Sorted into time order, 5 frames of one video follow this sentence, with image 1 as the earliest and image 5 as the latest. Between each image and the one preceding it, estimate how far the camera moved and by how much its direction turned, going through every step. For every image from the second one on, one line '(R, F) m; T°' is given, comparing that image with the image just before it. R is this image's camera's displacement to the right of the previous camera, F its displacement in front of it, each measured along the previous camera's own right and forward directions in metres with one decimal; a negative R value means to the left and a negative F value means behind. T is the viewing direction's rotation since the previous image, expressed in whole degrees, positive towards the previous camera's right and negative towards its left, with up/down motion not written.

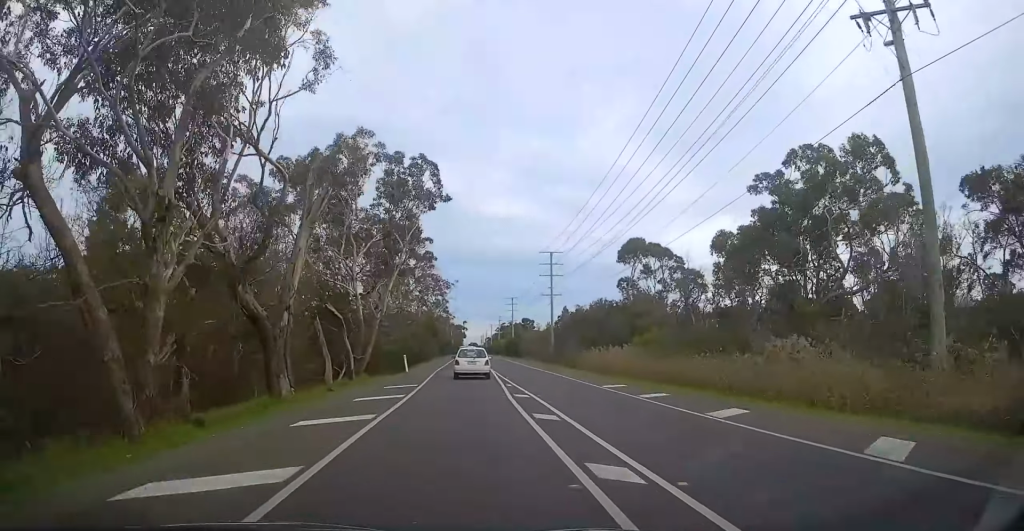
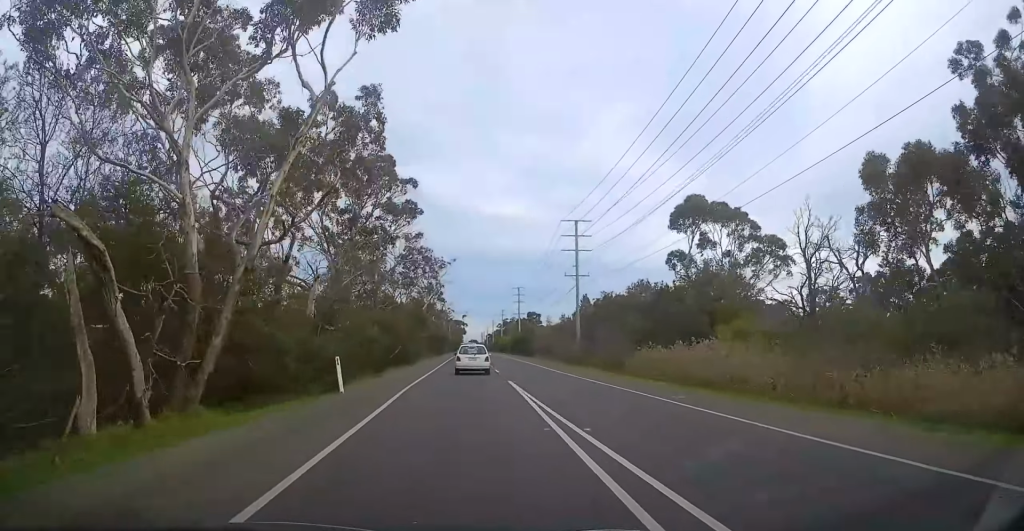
(0.0, +20.0) m; 0°
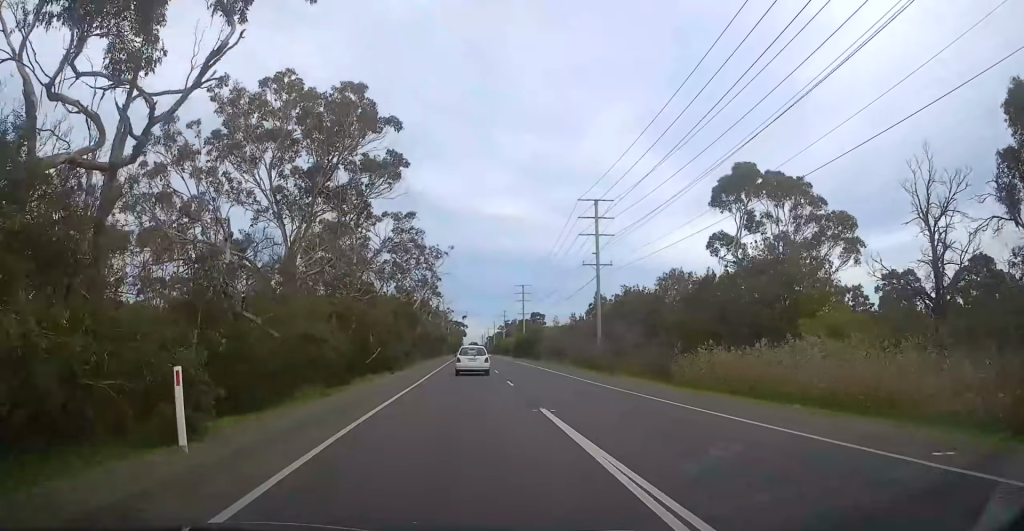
(0.0, +10.7) m; 0°
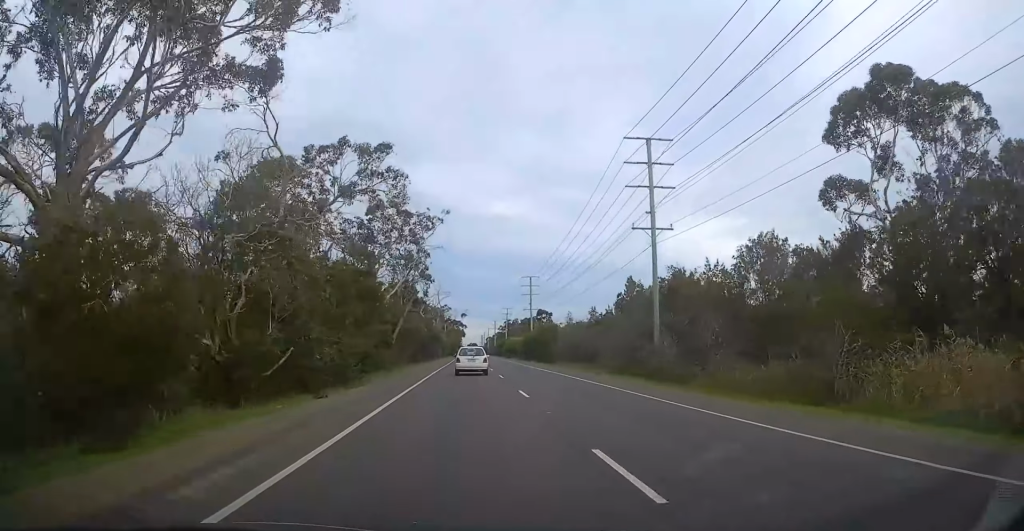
(0.0, +17.8) m; 0°
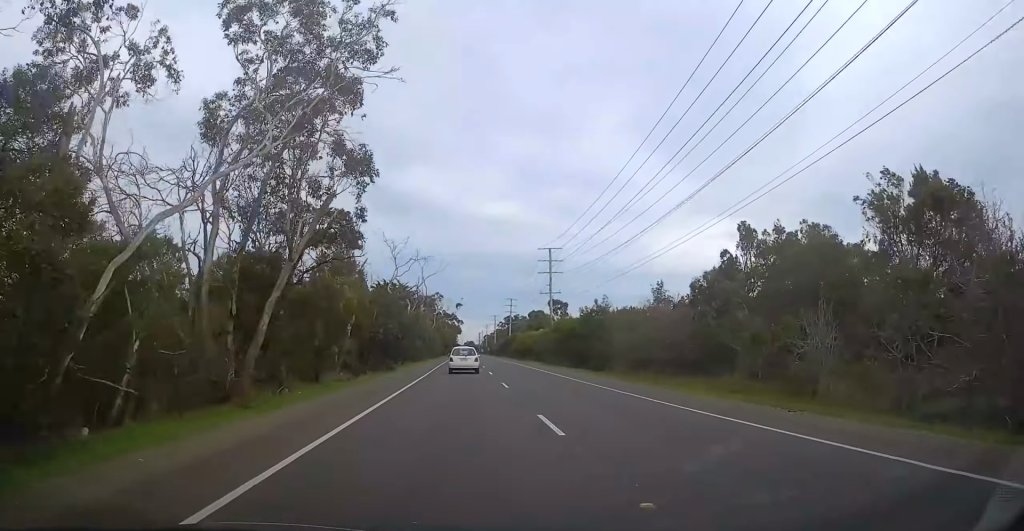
(0.0, +30.9) m; 0°
